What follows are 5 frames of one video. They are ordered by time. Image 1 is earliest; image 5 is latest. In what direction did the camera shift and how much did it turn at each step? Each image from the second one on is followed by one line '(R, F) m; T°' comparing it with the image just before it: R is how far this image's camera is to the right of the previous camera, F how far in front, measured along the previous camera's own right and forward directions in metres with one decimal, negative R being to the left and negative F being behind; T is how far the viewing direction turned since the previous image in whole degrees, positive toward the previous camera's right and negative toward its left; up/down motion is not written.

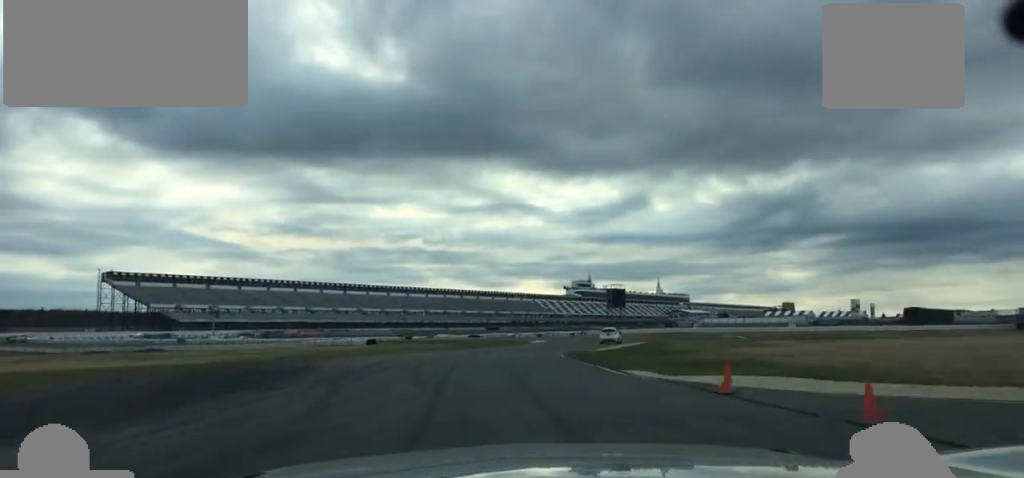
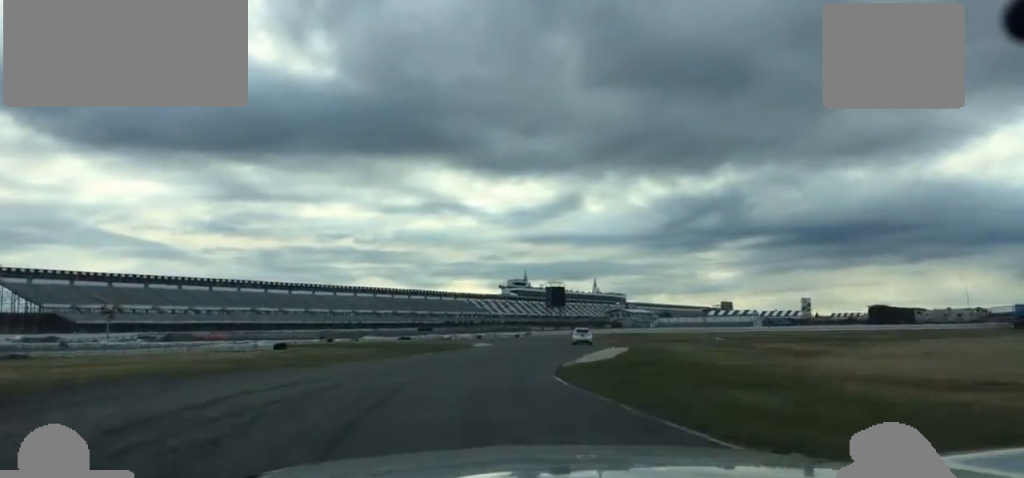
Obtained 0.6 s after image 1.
(+0.9, +16.7) m; +4°
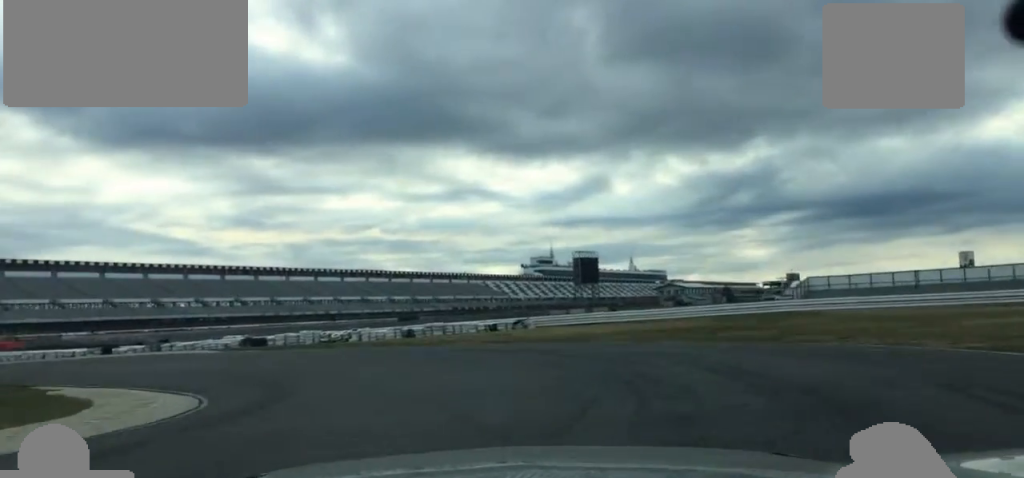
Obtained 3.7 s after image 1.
(+4.7, +76.5) m; -10°
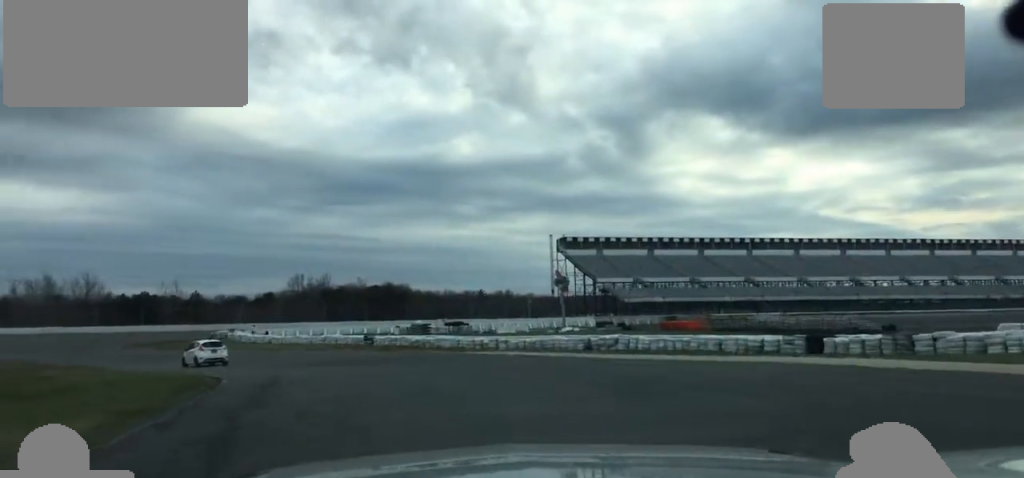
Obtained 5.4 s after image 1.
(-10.8, +33.0) m; -36°
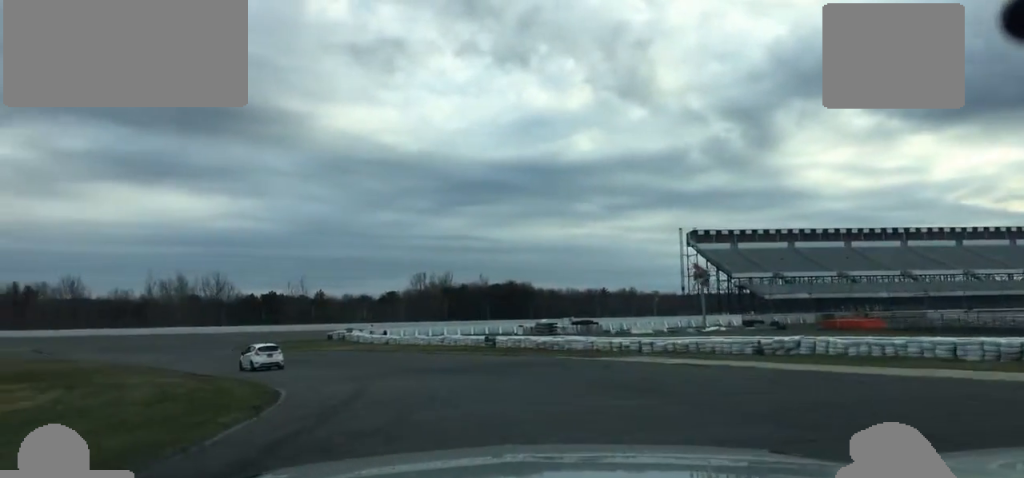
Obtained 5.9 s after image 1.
(-0.6, +9.5) m; -9°
